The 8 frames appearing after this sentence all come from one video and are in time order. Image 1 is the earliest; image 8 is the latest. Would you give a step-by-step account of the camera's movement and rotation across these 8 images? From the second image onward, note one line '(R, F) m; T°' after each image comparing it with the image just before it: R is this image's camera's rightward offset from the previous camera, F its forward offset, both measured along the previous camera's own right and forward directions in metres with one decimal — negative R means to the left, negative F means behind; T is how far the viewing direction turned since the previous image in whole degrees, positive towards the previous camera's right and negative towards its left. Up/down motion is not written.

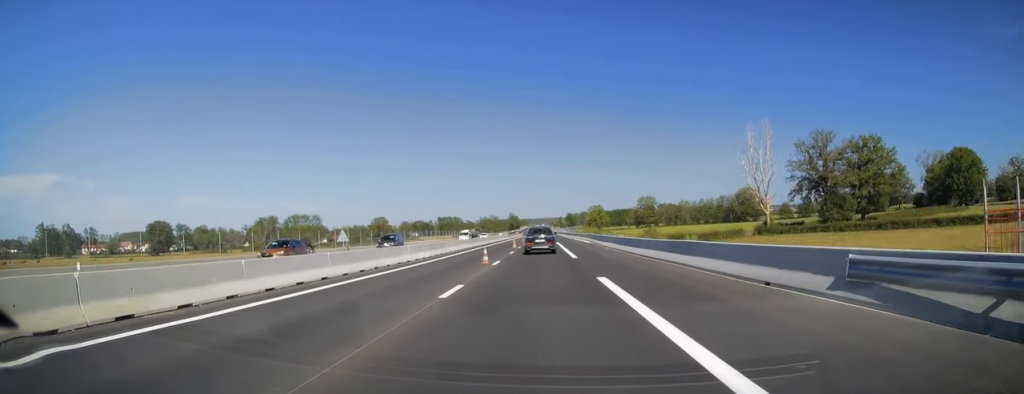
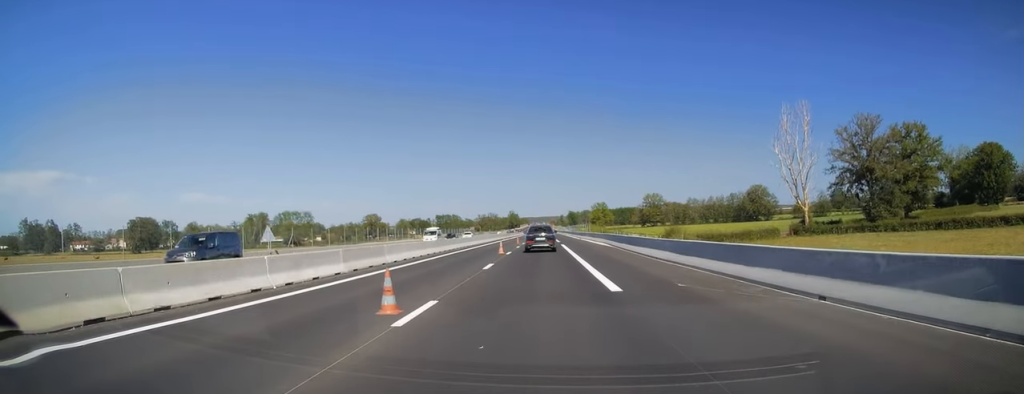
(0.0, +16.9) m; 0°
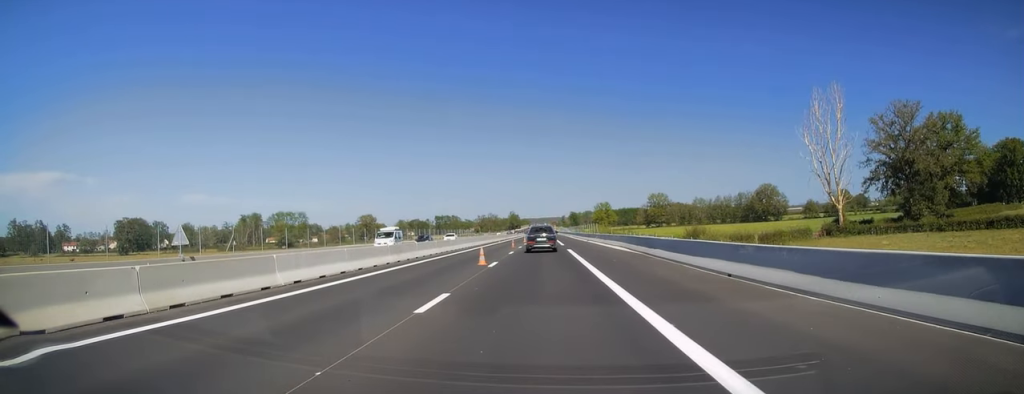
(0.0, +11.6) m; 0°
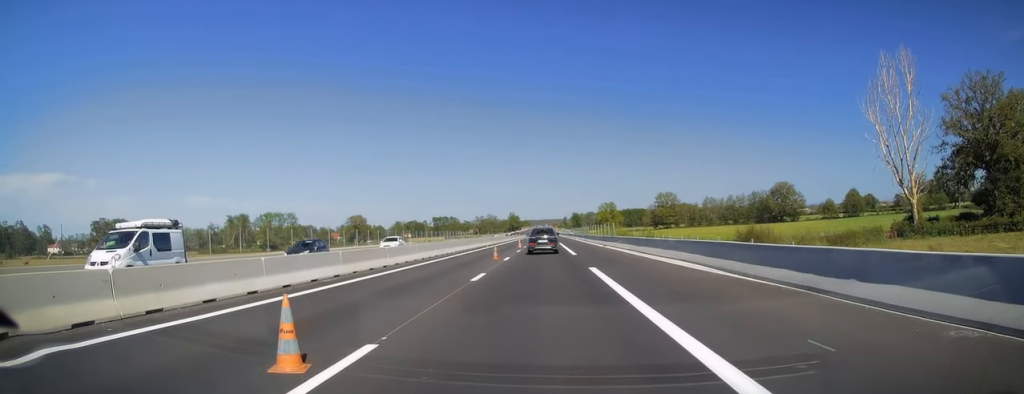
(0.0, +18.9) m; 0°
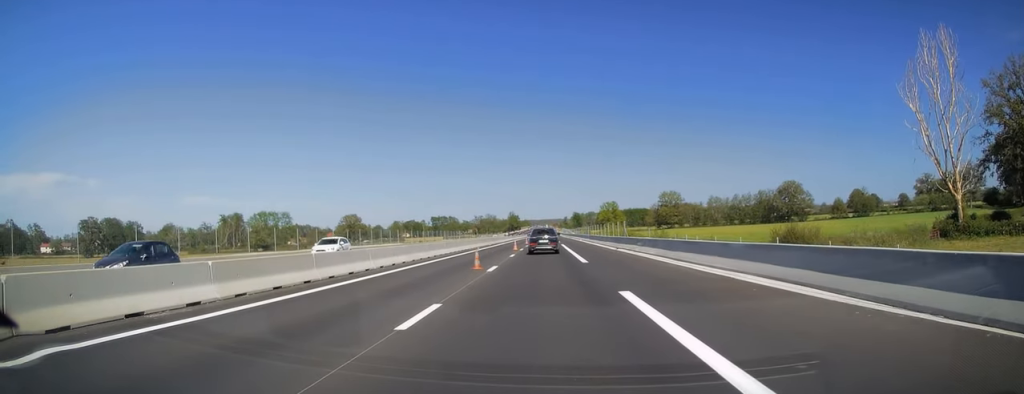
(0.0, +8.7) m; 0°
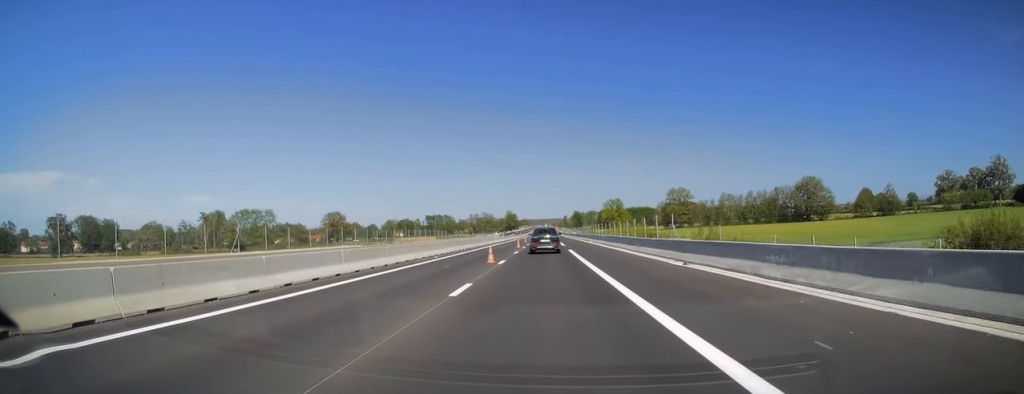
(0.0, +21.5) m; 0°
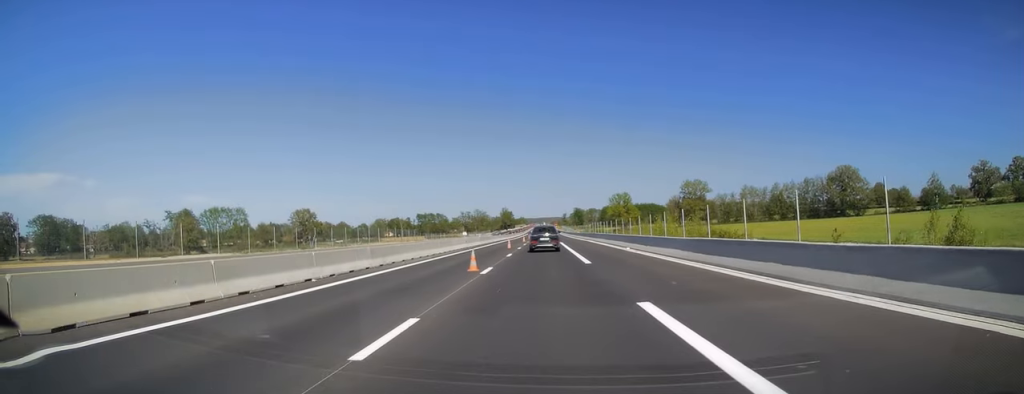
(0.0, +32.4) m; 0°
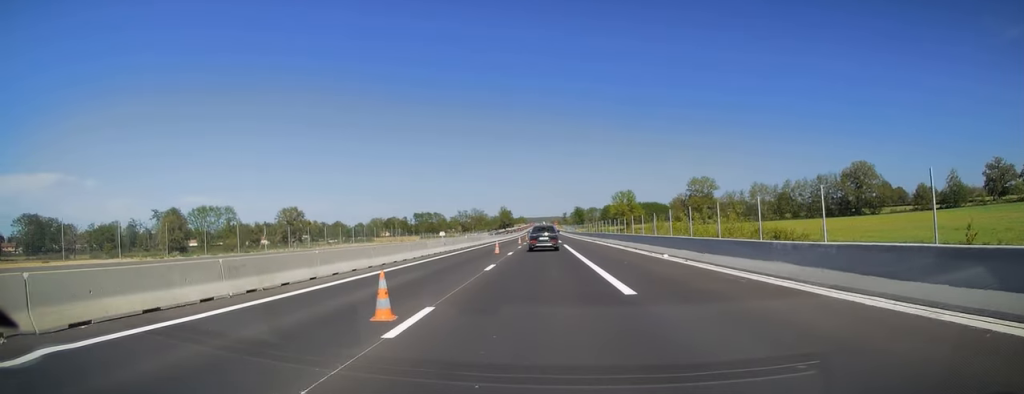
(0.0, +11.6) m; 0°
